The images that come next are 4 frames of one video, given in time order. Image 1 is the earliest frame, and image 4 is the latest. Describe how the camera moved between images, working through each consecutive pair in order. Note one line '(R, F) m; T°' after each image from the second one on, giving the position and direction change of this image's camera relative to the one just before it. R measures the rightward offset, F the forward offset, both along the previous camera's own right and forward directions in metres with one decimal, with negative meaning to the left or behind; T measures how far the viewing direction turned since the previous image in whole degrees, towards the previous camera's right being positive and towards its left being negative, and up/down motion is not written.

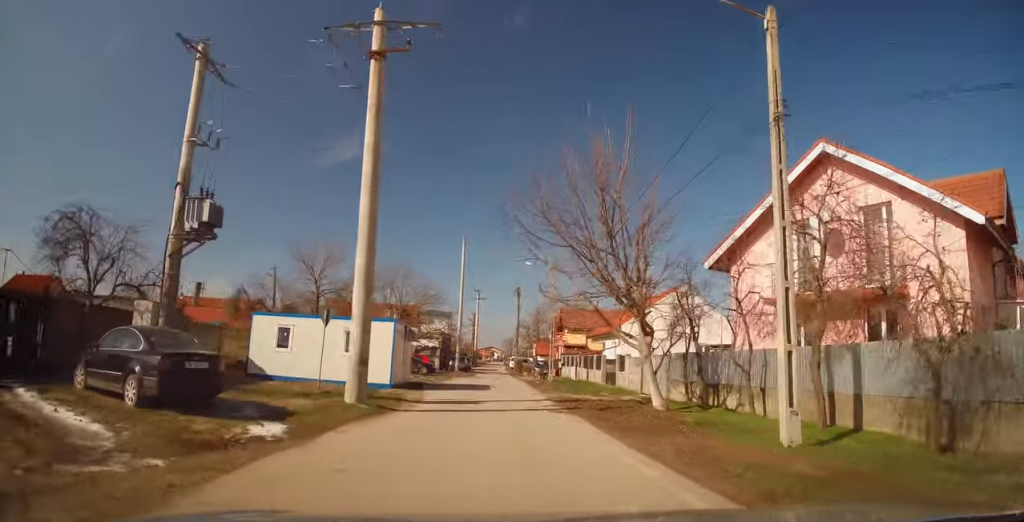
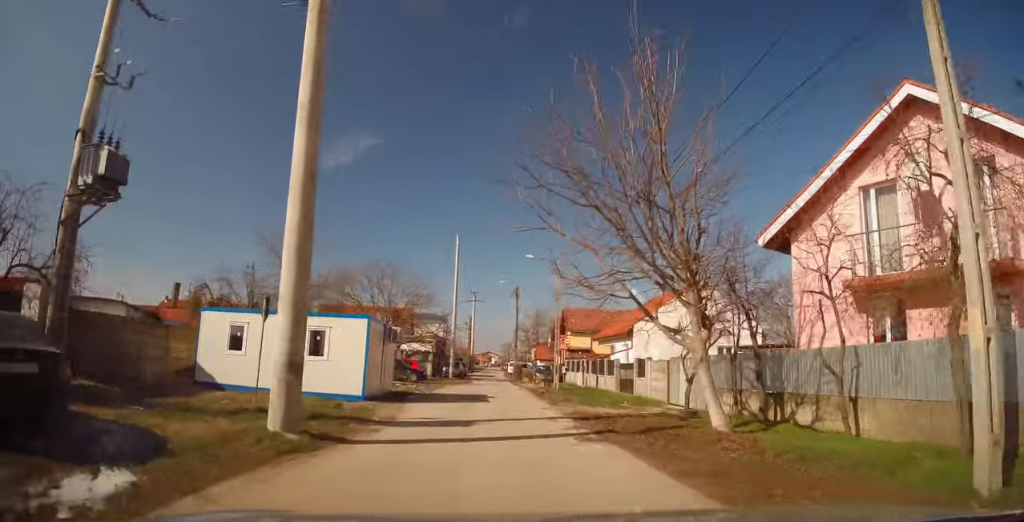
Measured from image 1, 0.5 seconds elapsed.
(+0.1, +4.1) m; +1°
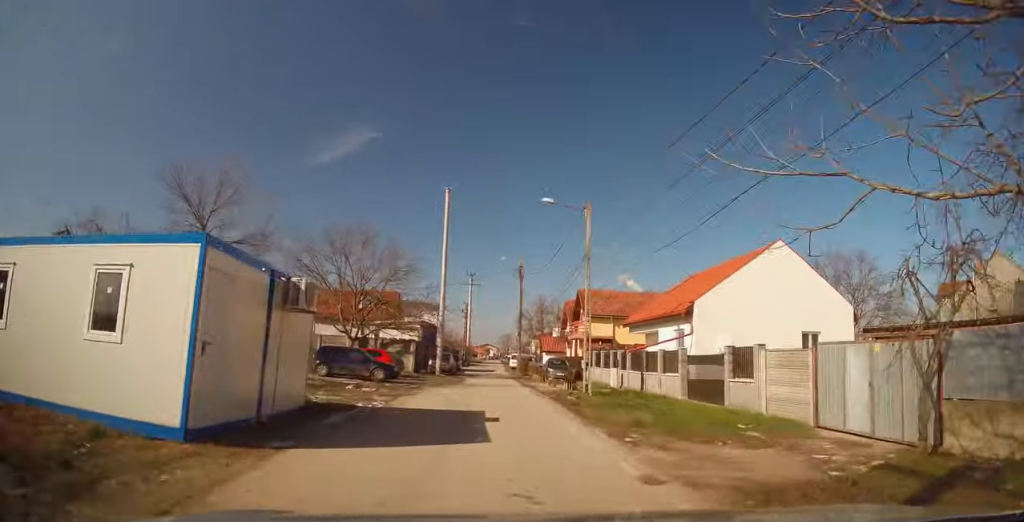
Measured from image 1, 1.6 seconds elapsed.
(+0.4, +10.0) m; 0°
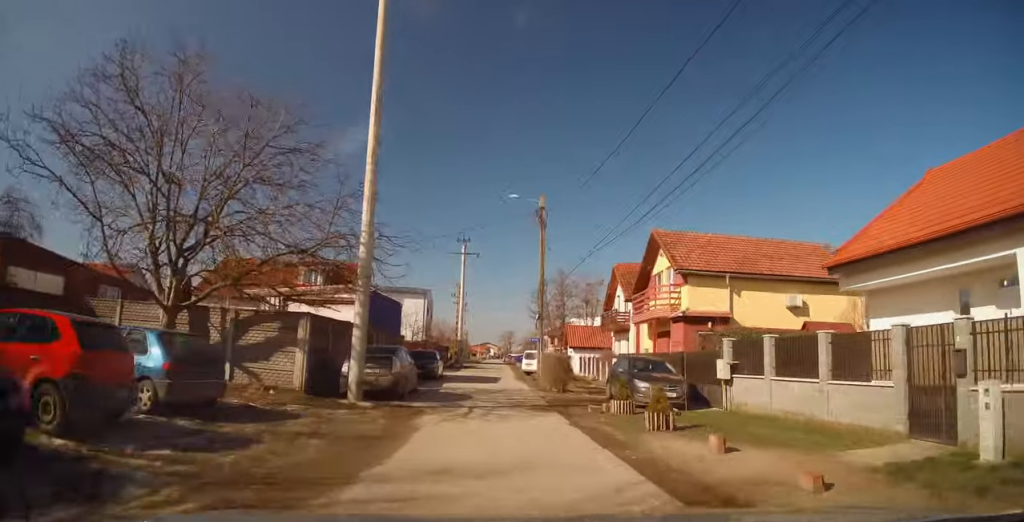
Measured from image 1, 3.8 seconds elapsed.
(-0.5, +20.6) m; 0°
